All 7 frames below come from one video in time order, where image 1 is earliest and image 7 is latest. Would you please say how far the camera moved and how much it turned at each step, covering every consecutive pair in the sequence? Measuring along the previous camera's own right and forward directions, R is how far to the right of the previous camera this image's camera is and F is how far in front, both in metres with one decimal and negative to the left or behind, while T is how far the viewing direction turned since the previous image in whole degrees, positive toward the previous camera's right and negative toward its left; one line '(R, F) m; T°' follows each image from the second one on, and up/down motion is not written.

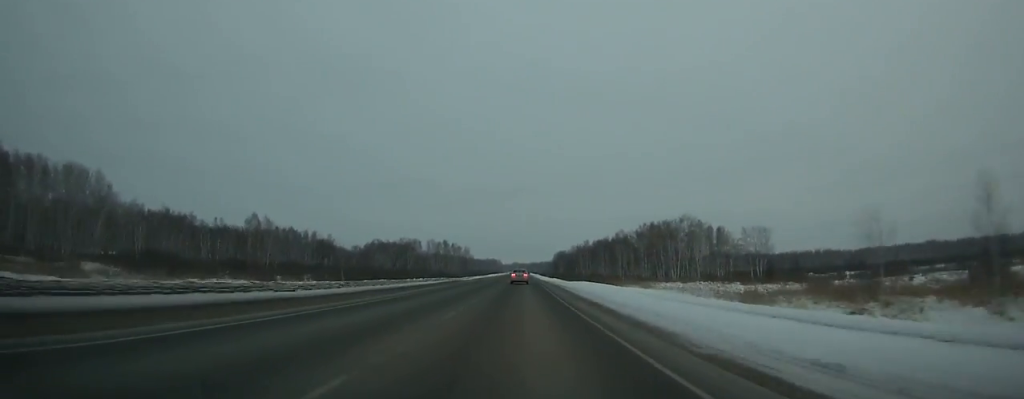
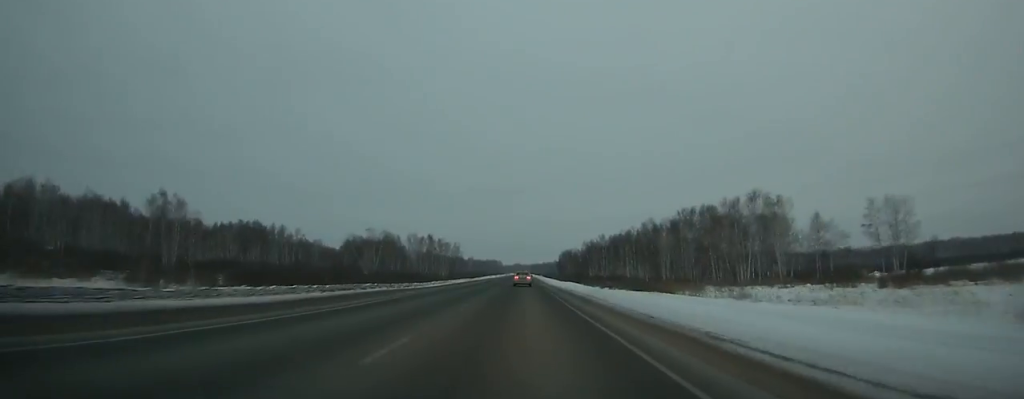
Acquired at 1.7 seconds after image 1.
(-0.1, +43.2) m; 0°
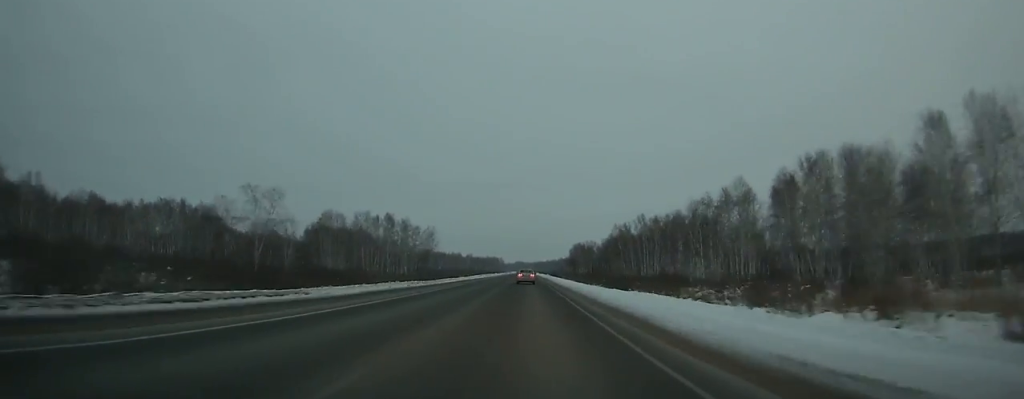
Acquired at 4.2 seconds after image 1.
(0.0, +63.4) m; 0°
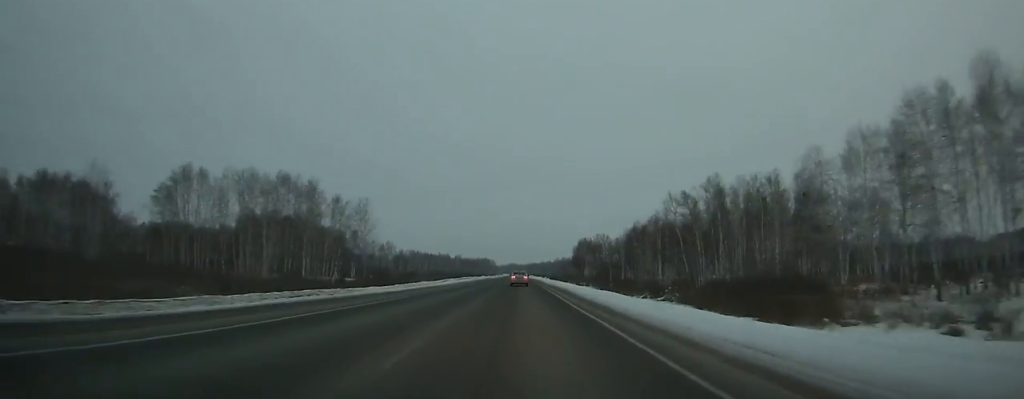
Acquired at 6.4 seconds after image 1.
(0.0, +55.6) m; 0°
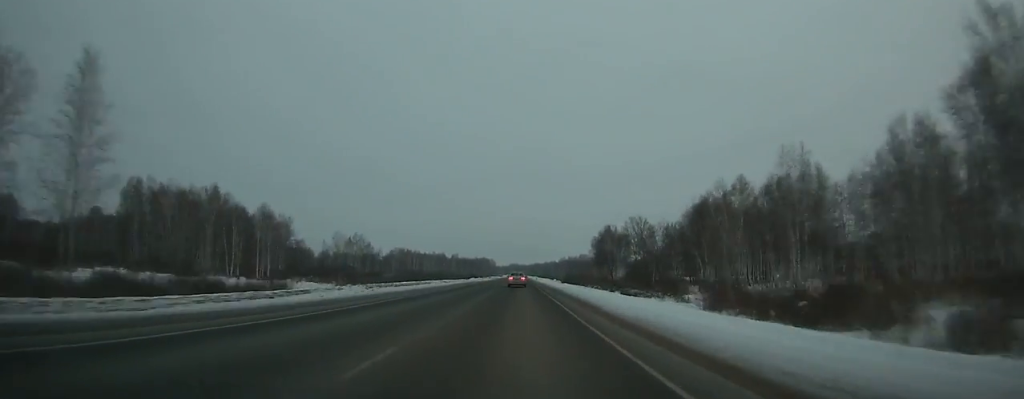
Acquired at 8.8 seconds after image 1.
(-0.1, +60.5) m; 0°
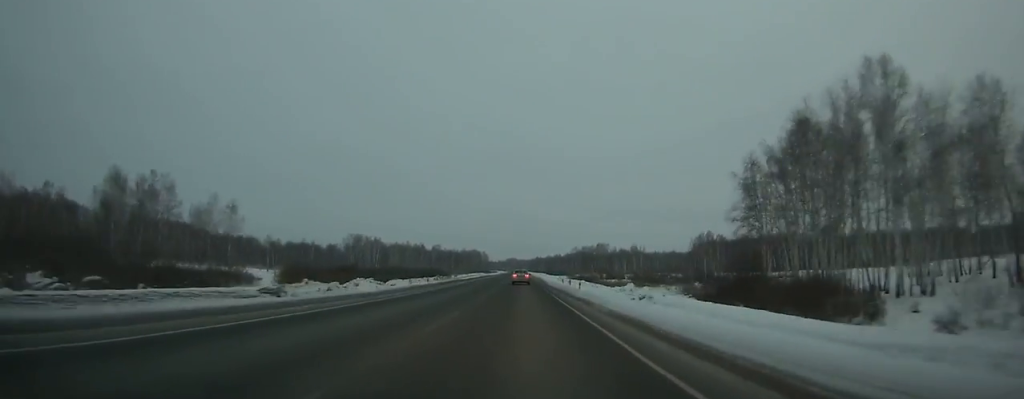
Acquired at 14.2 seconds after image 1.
(+0.5, +135.1) m; 0°
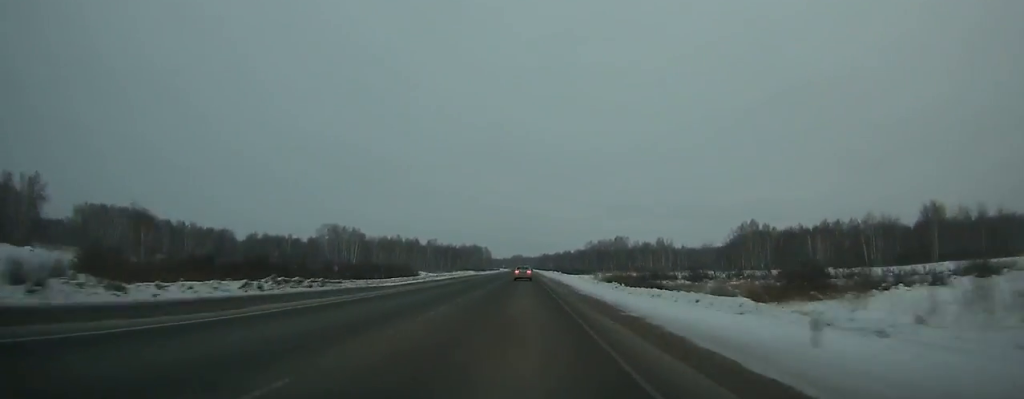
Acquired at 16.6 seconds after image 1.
(-0.1, +59.9) m; 0°
